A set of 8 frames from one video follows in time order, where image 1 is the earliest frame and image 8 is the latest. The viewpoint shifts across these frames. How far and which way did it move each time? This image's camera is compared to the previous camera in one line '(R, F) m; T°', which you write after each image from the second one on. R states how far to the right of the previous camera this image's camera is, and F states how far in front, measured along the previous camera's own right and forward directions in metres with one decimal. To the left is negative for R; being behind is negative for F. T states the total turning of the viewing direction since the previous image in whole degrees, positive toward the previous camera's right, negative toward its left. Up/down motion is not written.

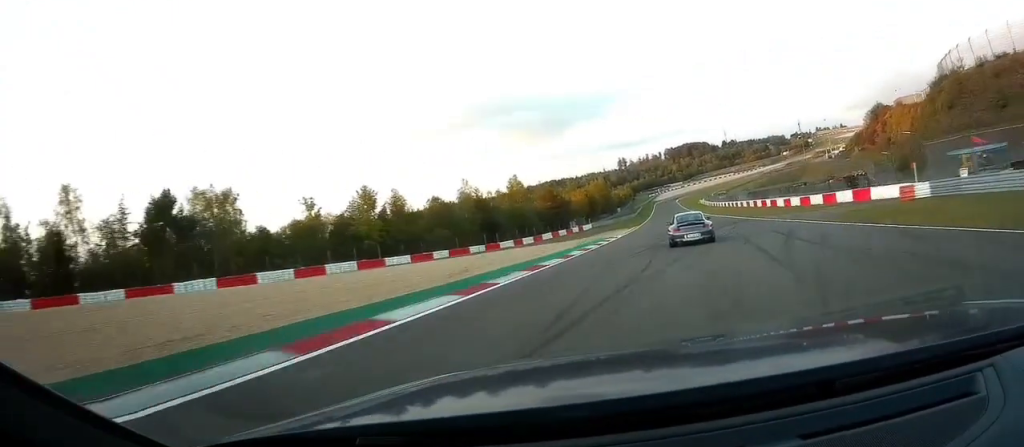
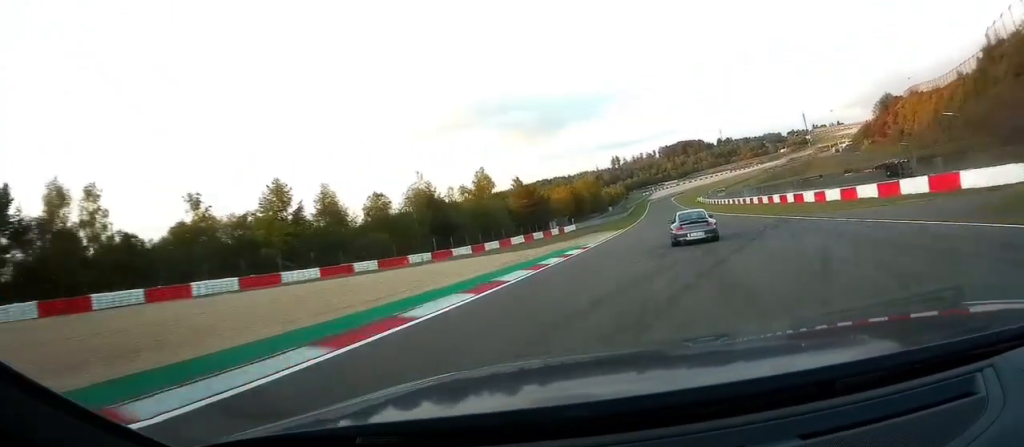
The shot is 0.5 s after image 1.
(+0.4, +20.2) m; +1°
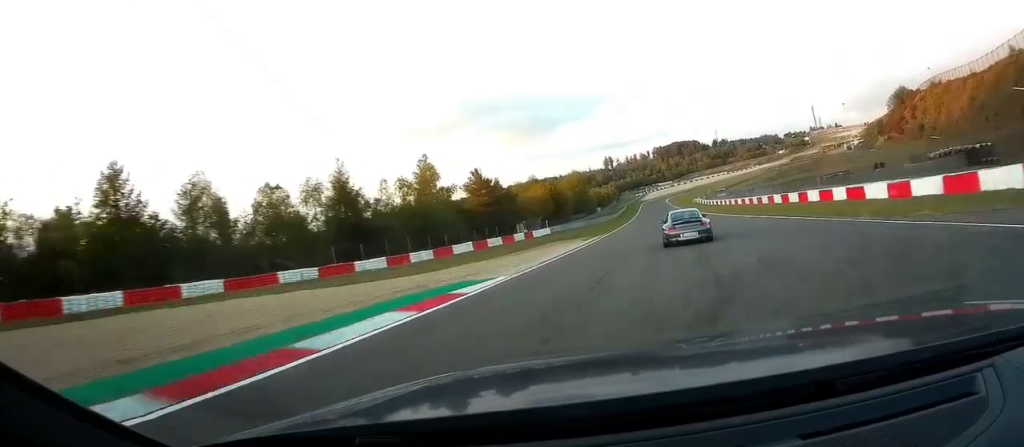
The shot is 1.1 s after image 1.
(+0.2, +23.7) m; 0°
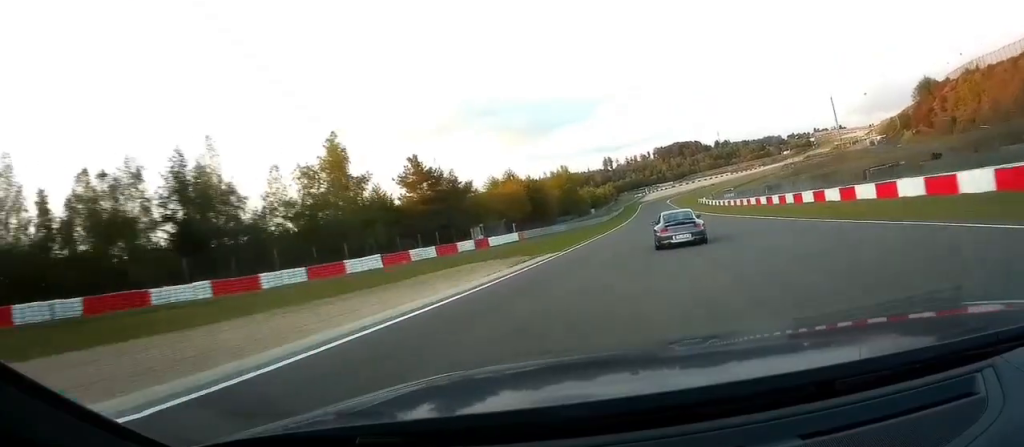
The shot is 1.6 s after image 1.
(0.0, +21.7) m; 0°
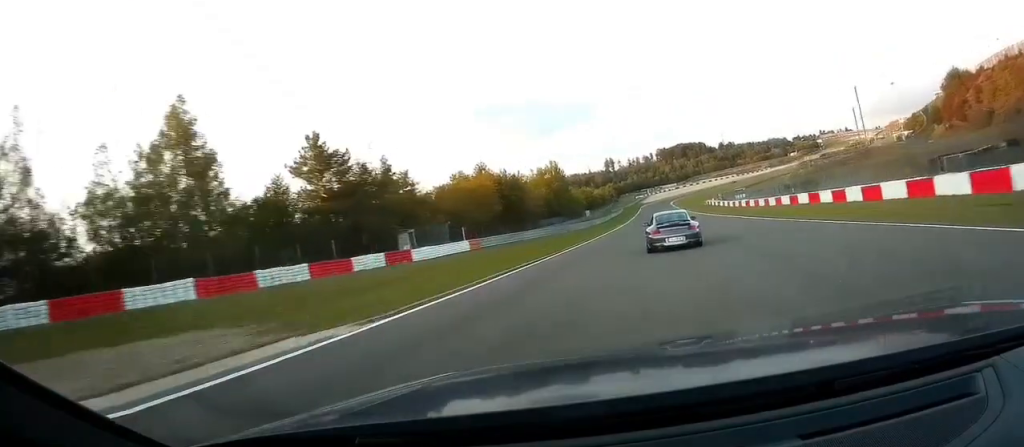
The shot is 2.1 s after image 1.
(0.0, +18.4) m; 0°
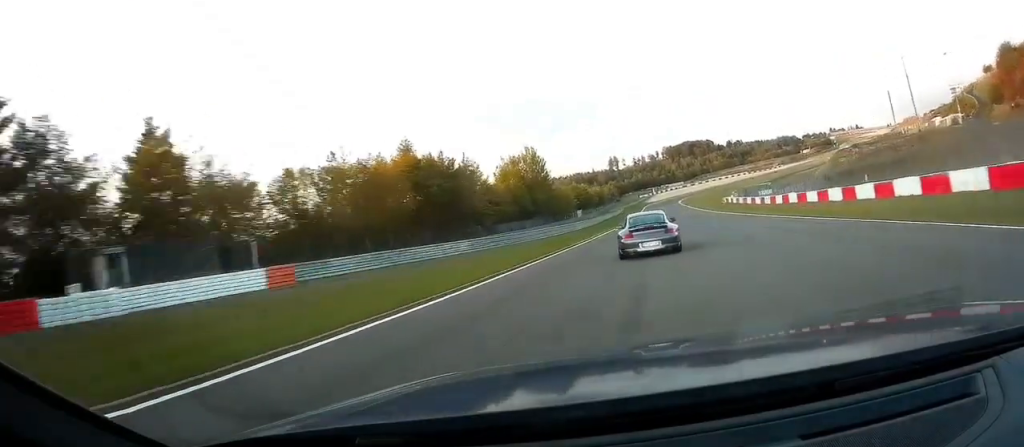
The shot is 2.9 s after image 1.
(-0.1, +26.2) m; 0°
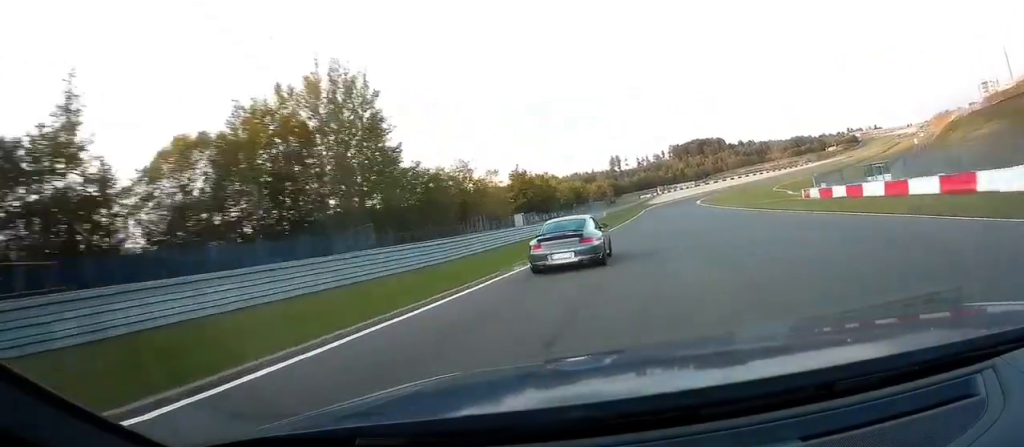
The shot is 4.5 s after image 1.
(+0.2, +59.7) m; 0°
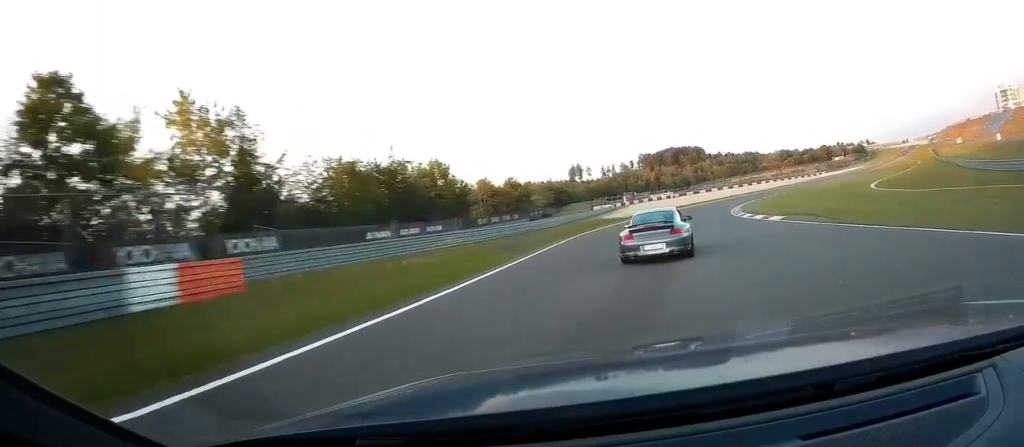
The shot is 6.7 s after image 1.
(+1.4, +91.1) m; +4°
